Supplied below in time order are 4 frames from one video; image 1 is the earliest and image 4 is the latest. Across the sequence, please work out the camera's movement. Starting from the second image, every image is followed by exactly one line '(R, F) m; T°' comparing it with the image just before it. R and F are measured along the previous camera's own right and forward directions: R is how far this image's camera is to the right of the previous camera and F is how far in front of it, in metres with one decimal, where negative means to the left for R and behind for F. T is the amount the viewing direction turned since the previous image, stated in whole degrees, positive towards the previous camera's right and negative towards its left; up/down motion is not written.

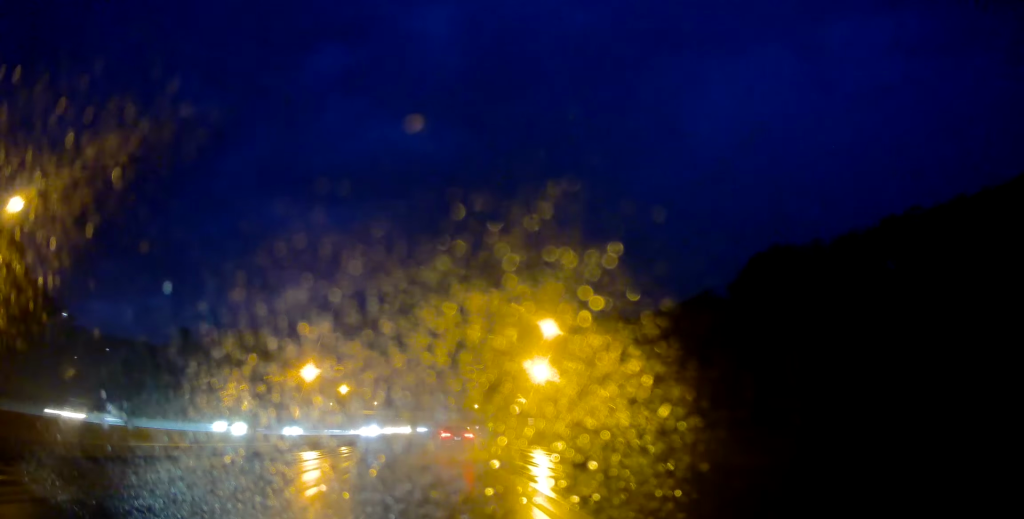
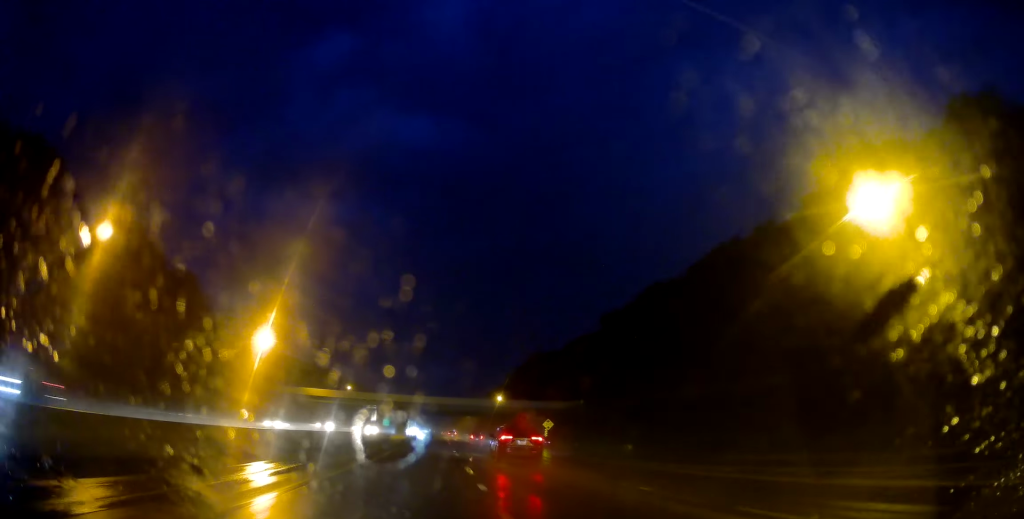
(-1.9, +83.1) m; -2°
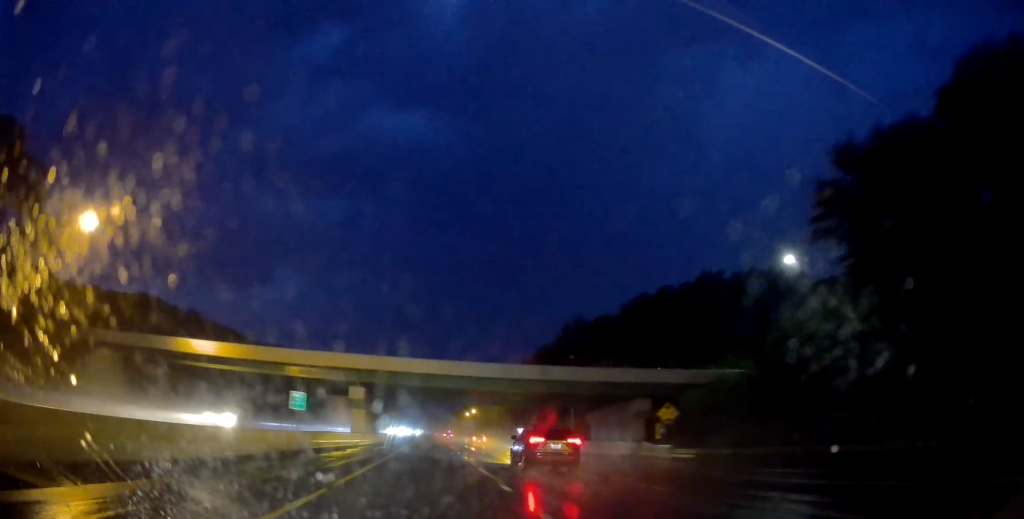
(+0.5, +47.9) m; +1°
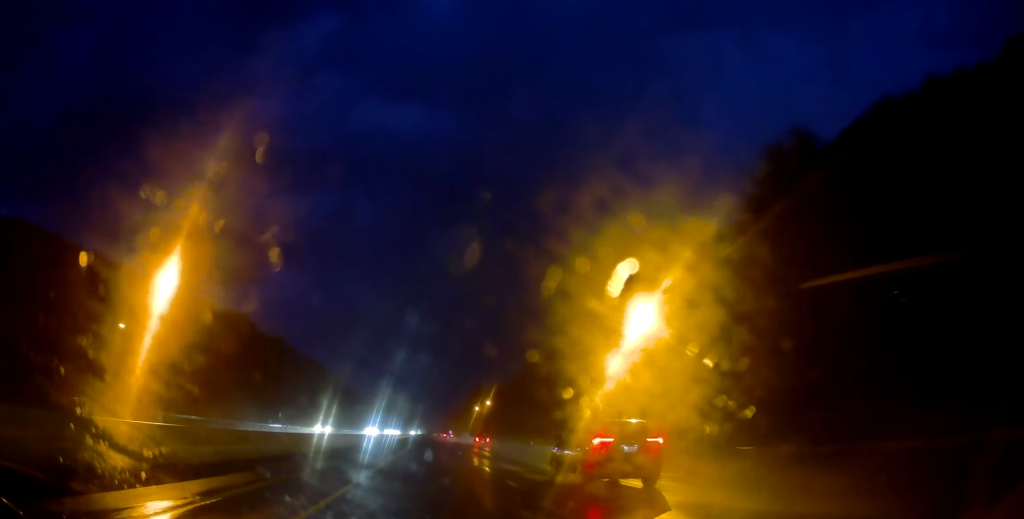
(0.0, +71.3) m; 0°
